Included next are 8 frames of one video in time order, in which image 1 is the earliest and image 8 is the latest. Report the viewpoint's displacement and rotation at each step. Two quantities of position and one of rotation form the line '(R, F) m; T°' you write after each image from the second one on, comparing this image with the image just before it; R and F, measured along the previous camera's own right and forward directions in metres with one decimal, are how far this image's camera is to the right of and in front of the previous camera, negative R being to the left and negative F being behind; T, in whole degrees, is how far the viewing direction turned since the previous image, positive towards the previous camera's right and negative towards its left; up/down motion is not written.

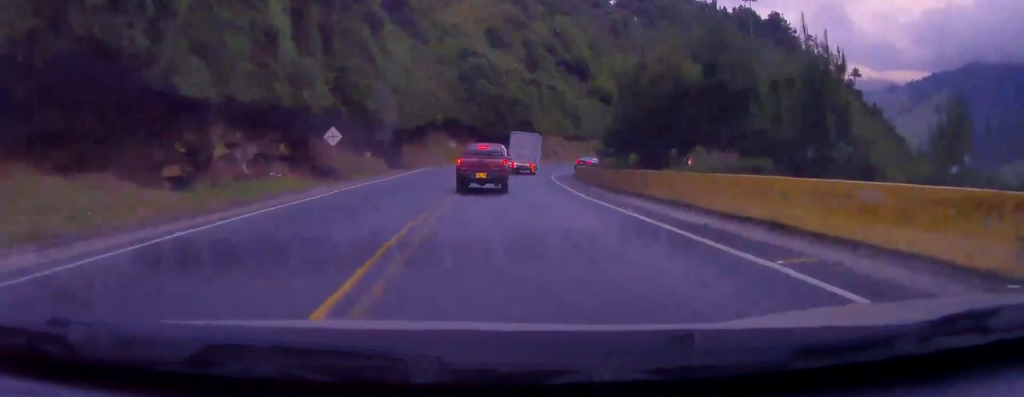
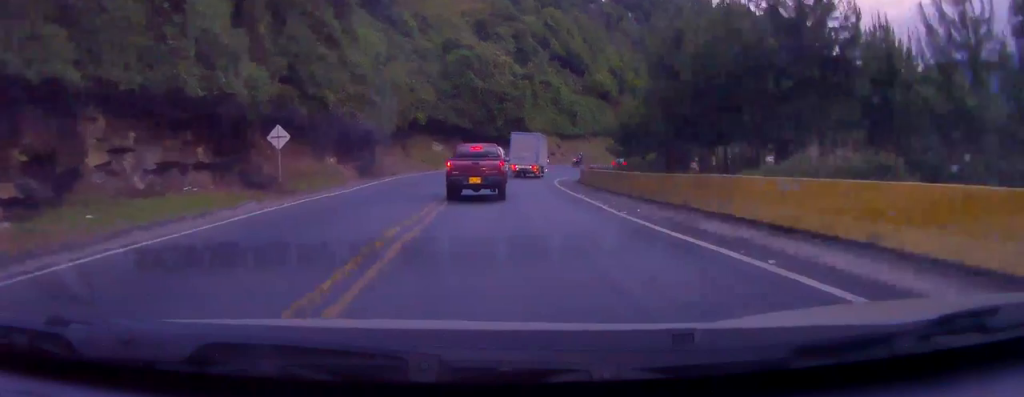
(+0.2, +7.2) m; +1°
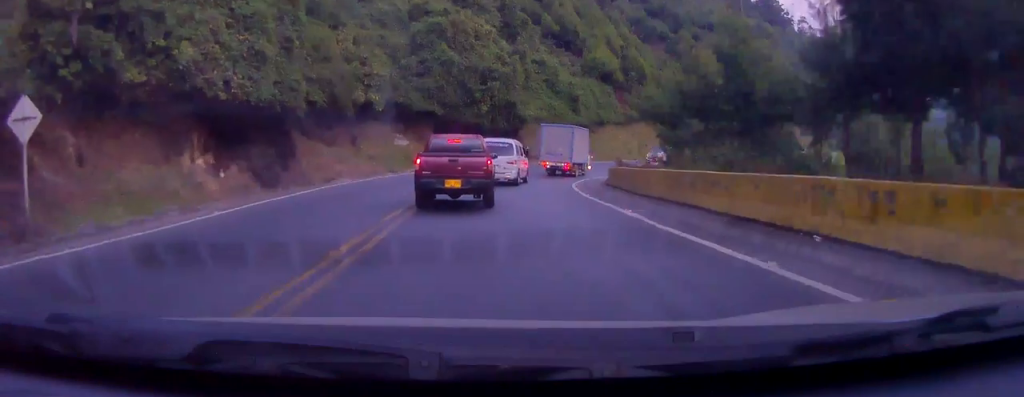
(+0.2, +15.3) m; +9°
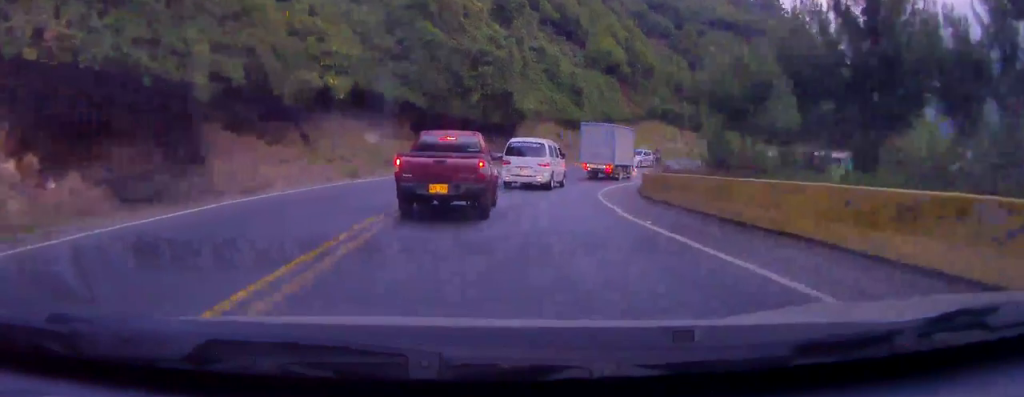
(+1.0, +7.8) m; +5°
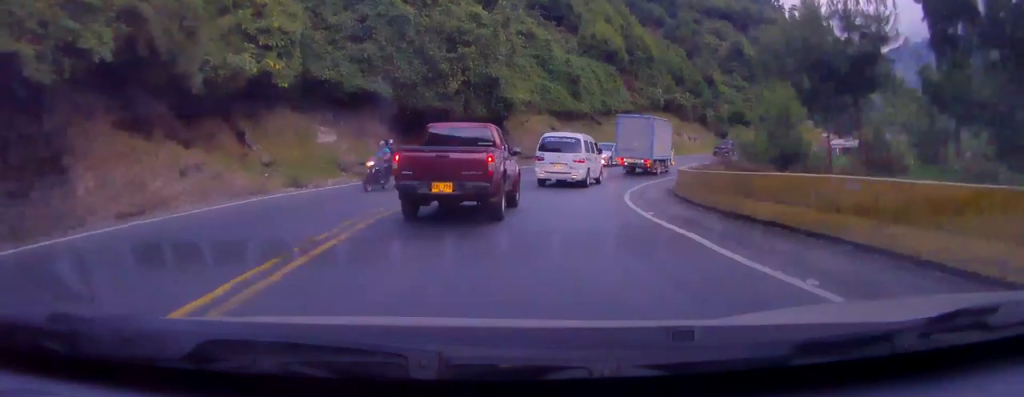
(+0.7, +6.0) m; -1°
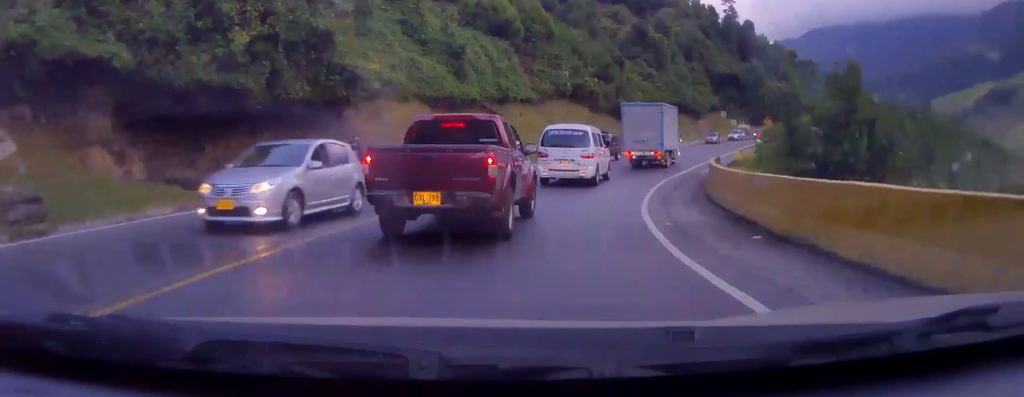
(-2.5, +17.1) m; -2°
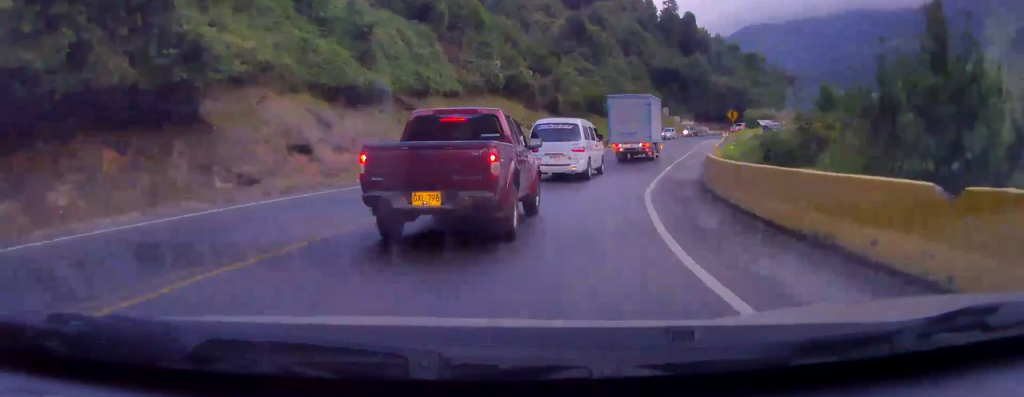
(+0.8, +7.9) m; +8°
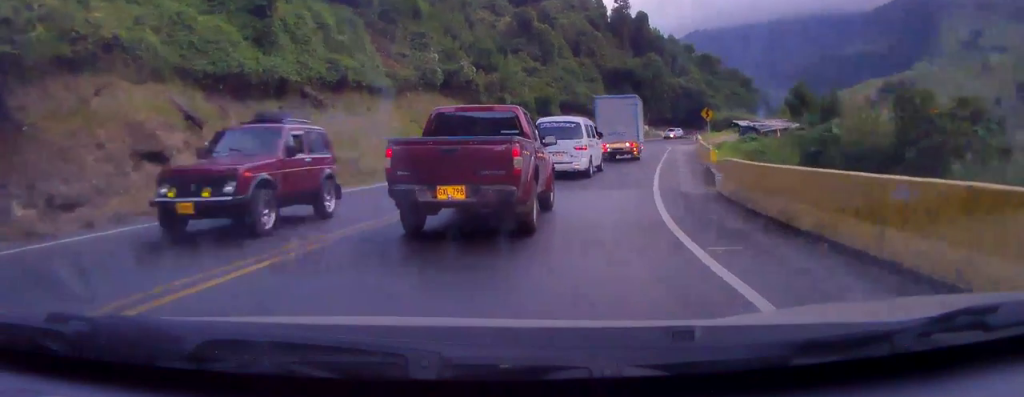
(+0.5, +7.1) m; +7°
